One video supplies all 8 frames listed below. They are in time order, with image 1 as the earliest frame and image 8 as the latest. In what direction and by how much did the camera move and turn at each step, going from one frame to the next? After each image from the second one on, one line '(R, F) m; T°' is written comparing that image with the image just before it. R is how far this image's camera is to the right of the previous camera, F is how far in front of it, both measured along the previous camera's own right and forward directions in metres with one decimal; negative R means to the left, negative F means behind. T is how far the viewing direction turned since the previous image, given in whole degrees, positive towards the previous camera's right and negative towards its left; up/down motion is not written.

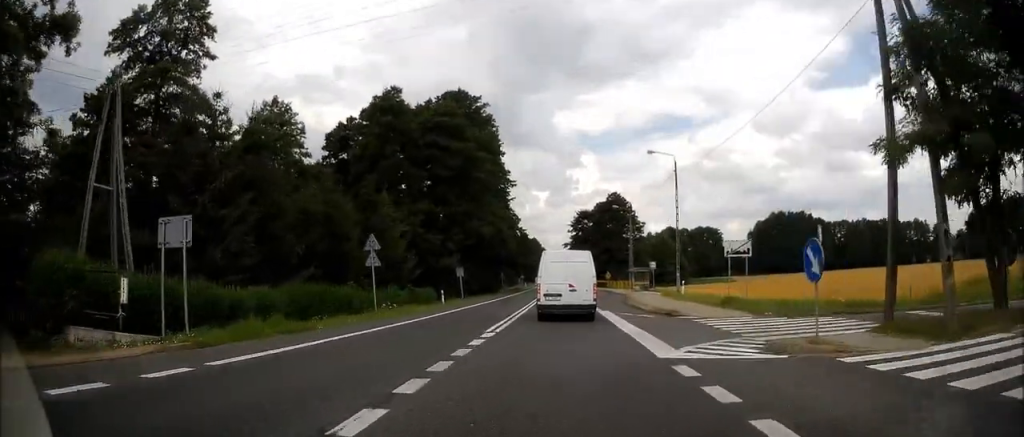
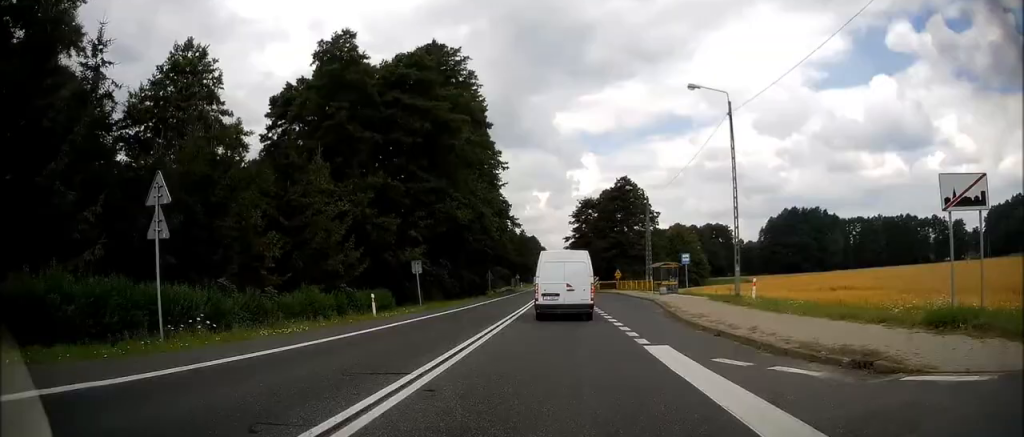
(+0.2, +16.2) m; +1°
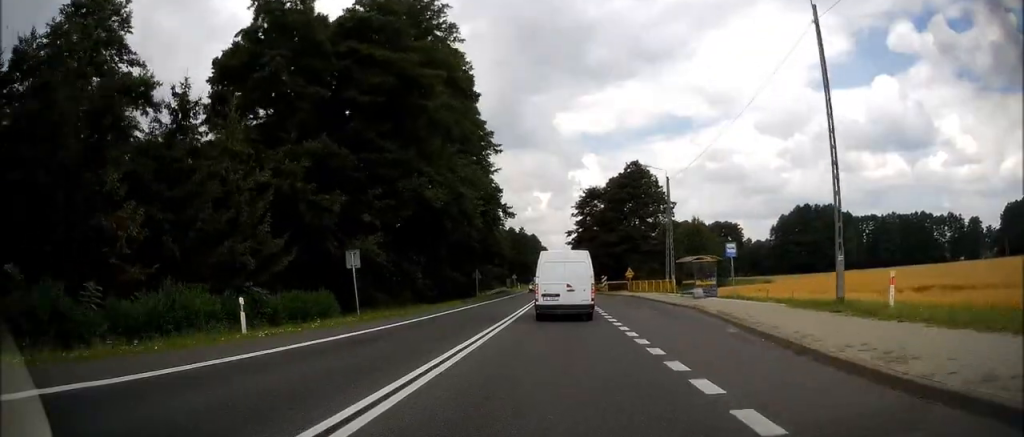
(+0.1, +12.0) m; 0°
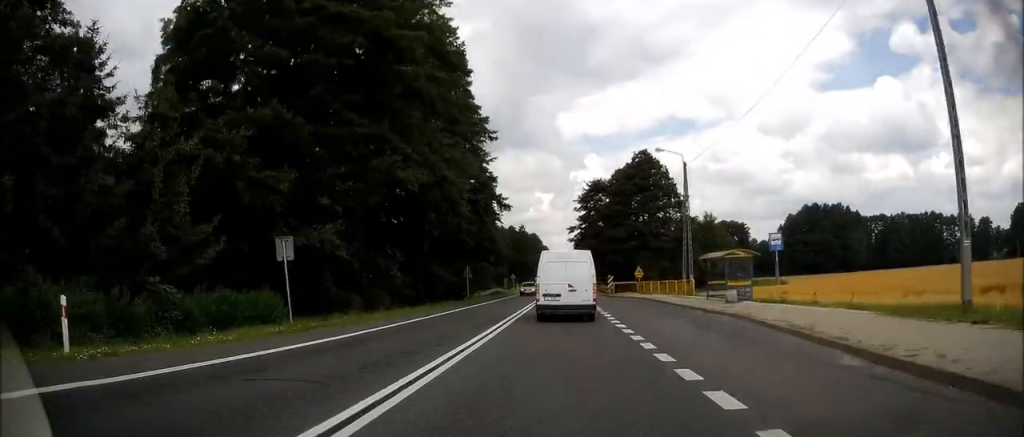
(0.0, +6.8) m; 0°
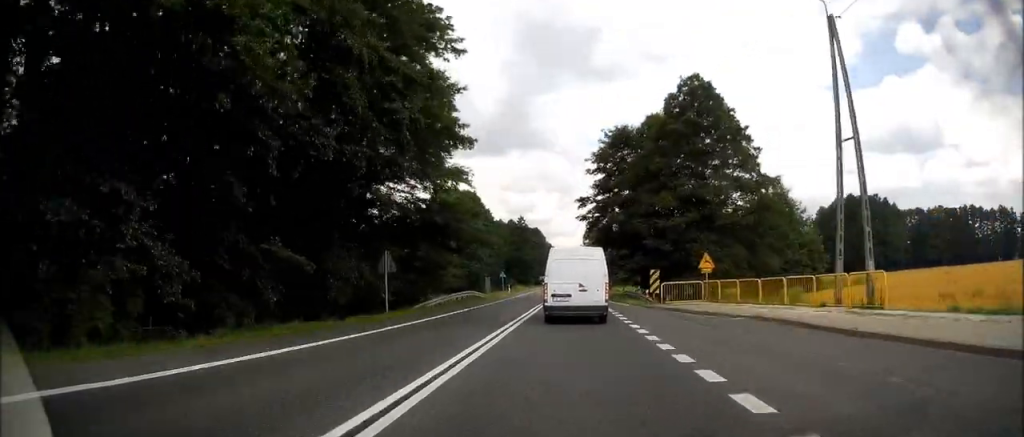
(-0.1, +26.3) m; 0°
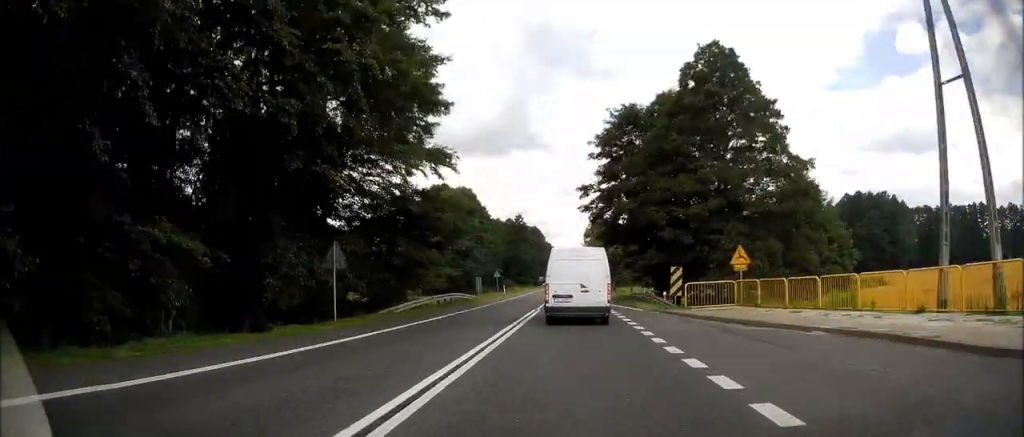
(0.0, +6.5) m; 0°
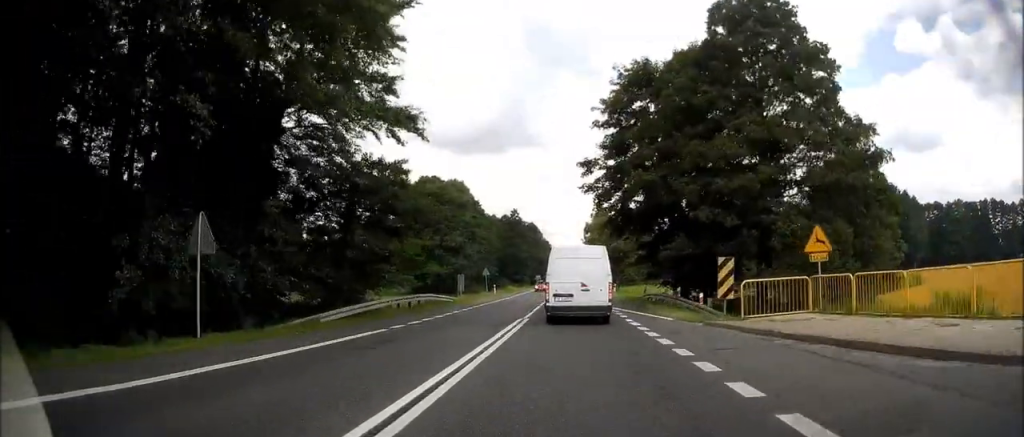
(0.0, +8.7) m; 0°
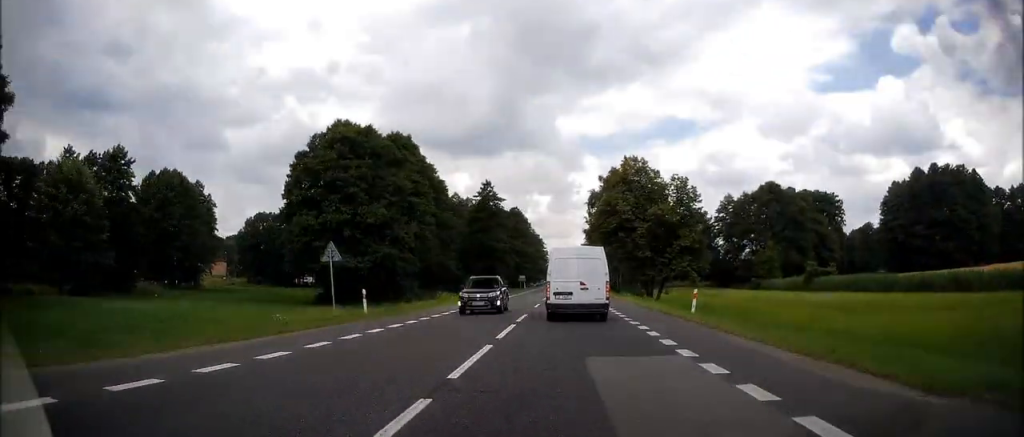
(+0.2, +42.3) m; +2°
